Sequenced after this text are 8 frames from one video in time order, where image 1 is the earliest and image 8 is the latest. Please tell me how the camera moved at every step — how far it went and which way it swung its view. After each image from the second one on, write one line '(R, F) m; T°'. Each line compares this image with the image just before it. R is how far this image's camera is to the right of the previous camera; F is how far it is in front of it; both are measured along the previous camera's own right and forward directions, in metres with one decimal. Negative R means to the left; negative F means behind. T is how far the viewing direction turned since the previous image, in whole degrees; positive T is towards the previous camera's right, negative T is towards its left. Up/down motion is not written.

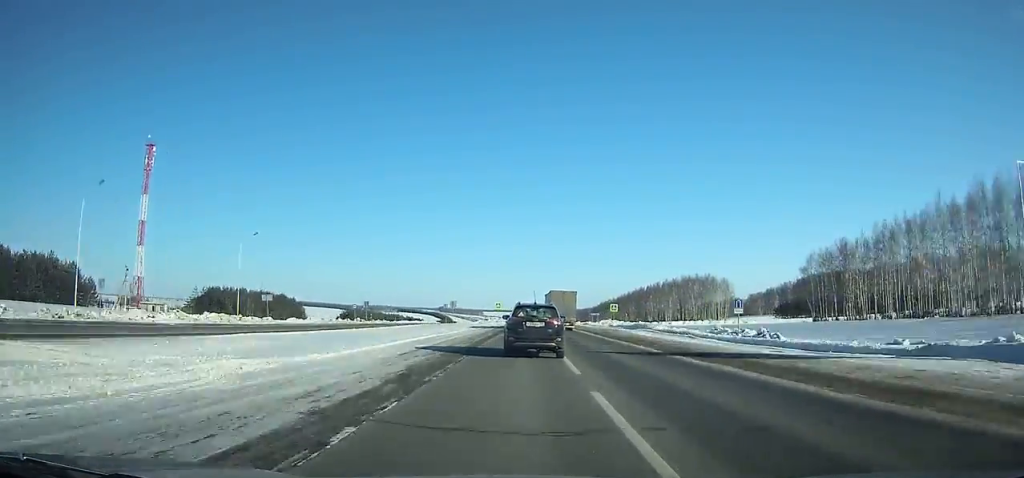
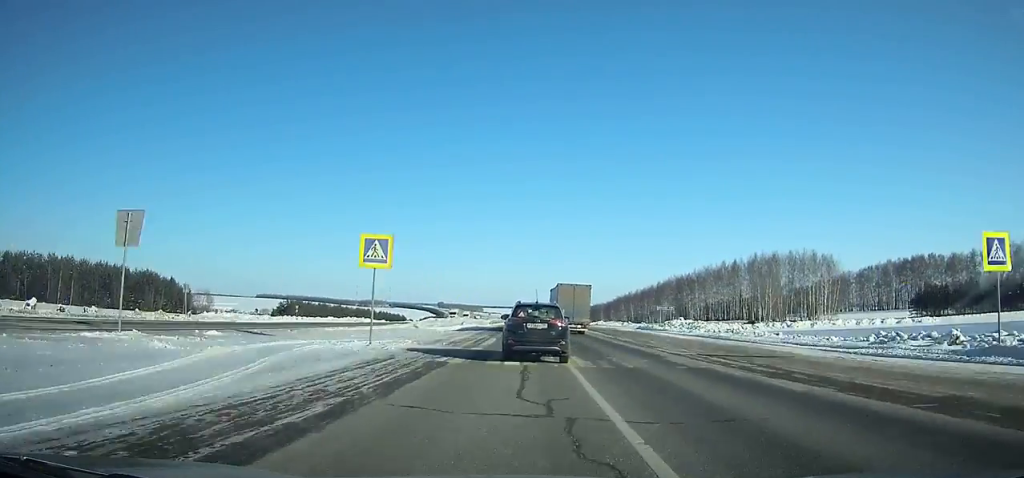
(0.0, +83.2) m; 0°
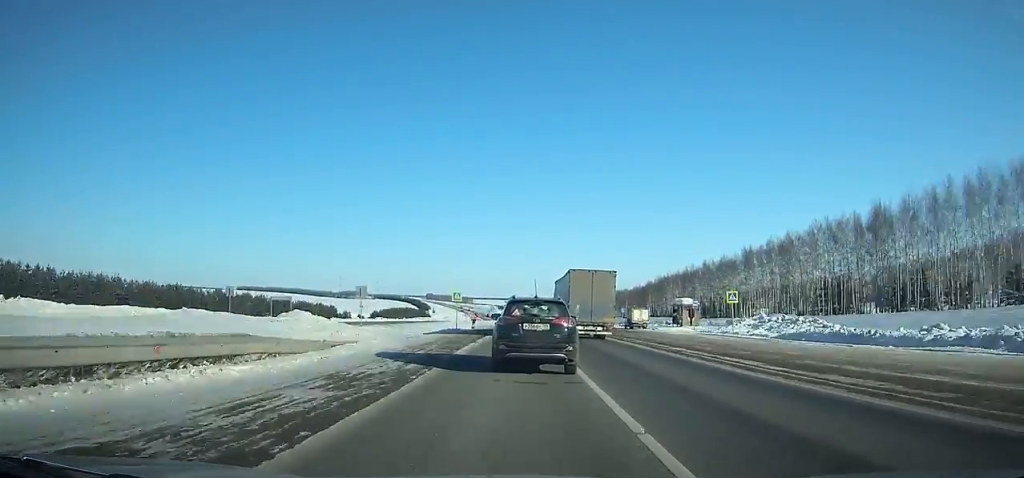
(+0.2, +149.0) m; 0°
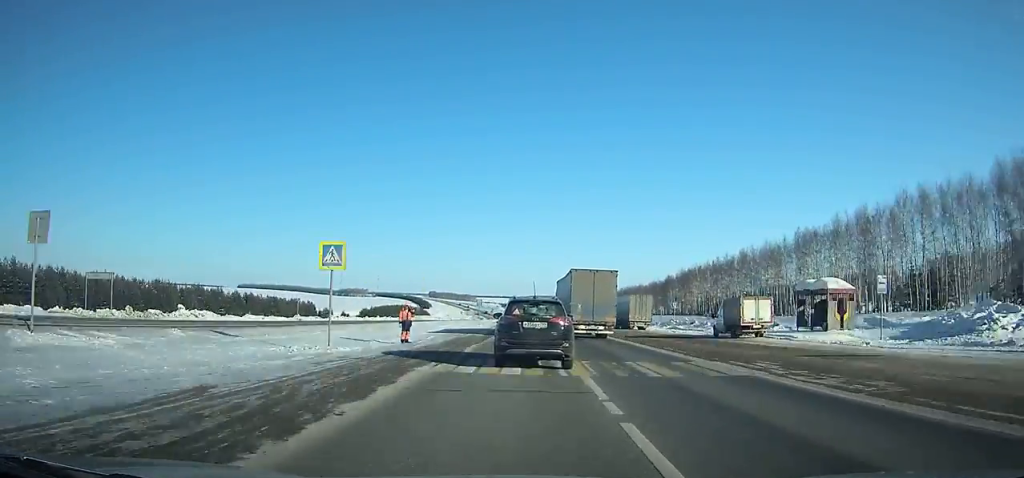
(+0.1, +36.9) m; 0°
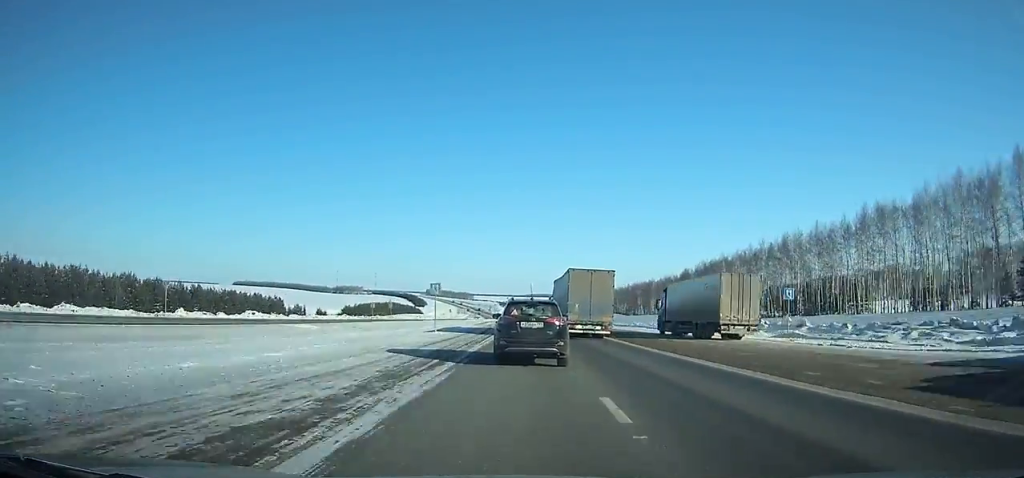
(-0.1, +34.9) m; 0°
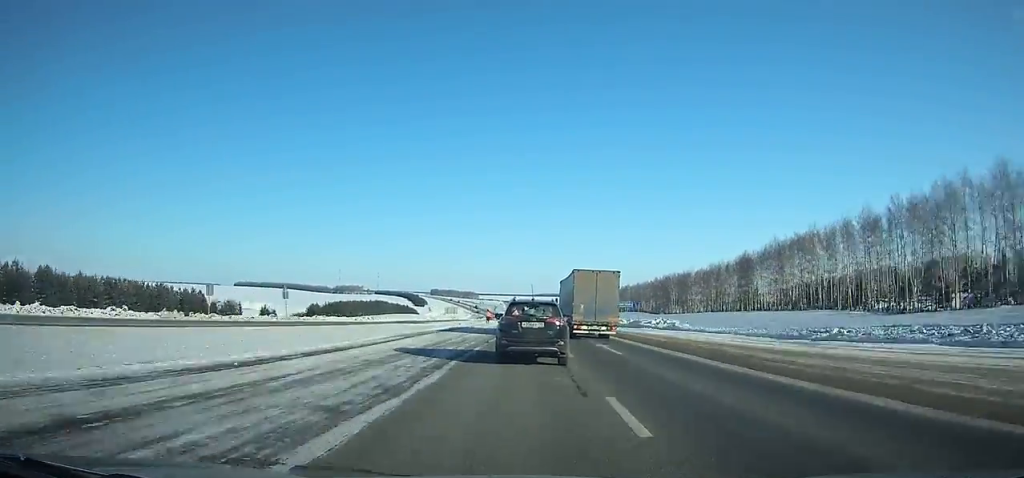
(-0.1, +61.7) m; 0°
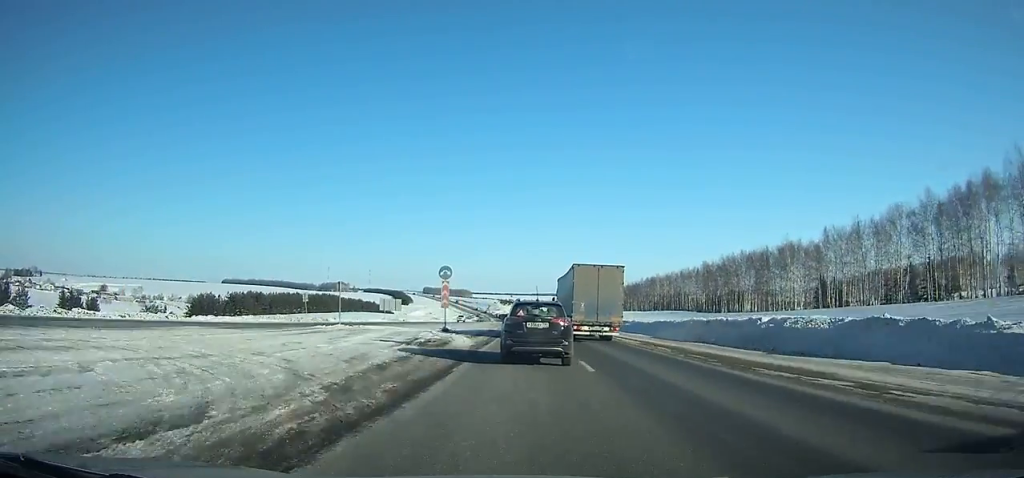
(-0.1, +90.8) m; 0°
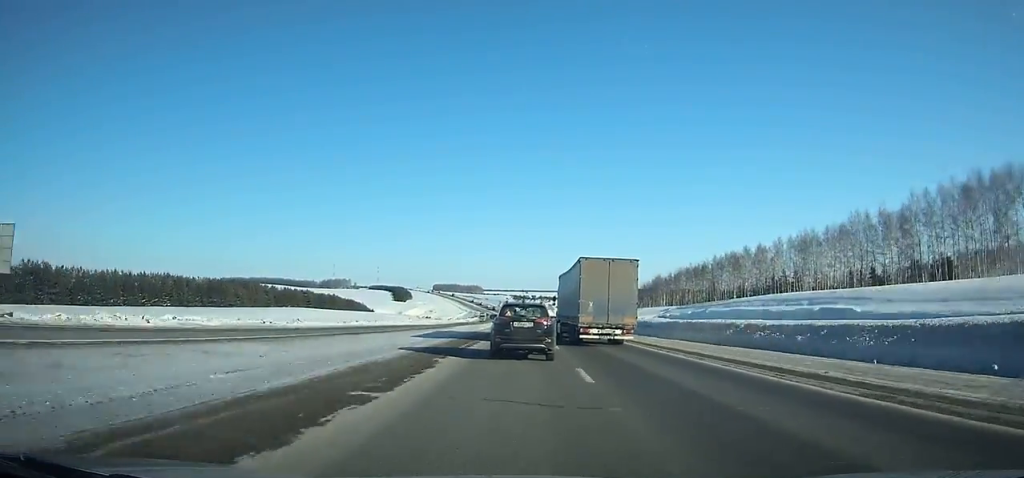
(-1.0, +97.8) m; -2°
